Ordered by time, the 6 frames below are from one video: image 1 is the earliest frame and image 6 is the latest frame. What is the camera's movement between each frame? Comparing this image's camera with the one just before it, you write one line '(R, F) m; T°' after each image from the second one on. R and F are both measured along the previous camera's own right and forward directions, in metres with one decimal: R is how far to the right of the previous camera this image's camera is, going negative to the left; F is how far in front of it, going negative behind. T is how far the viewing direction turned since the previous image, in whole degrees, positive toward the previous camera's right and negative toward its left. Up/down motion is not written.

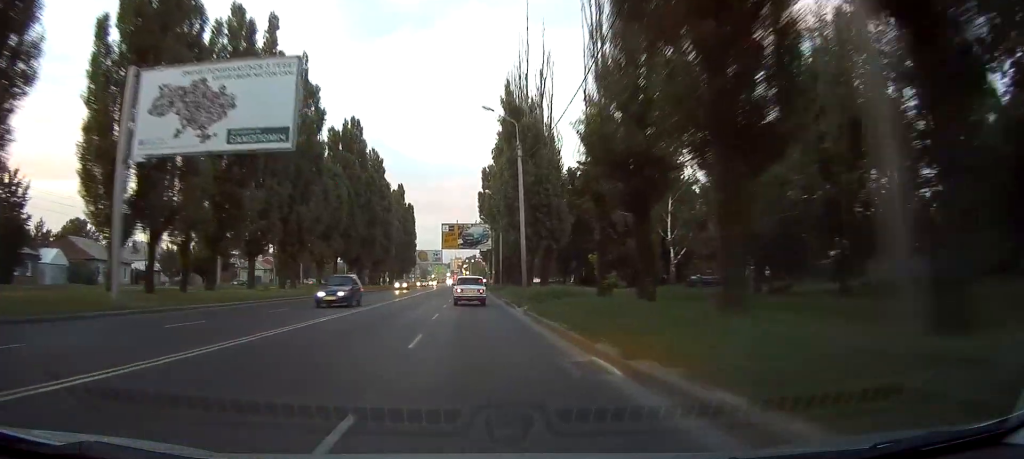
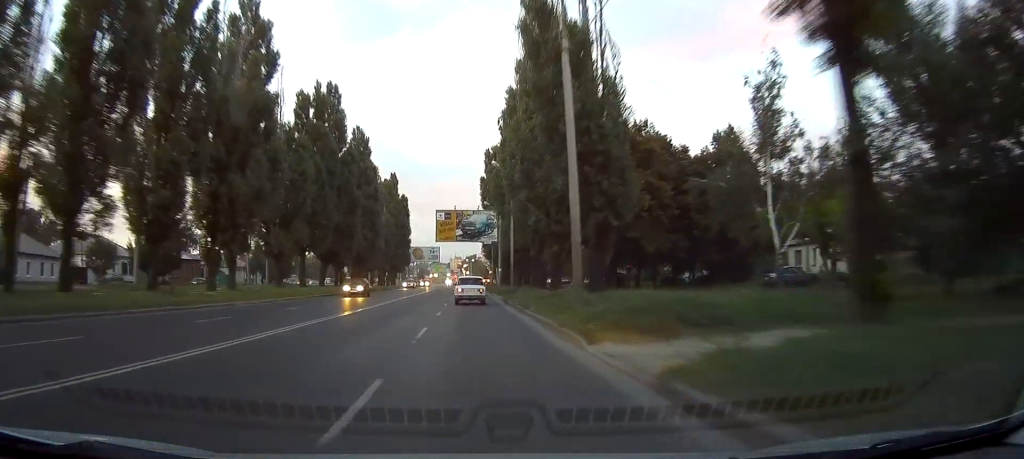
(0.0, +15.3) m; 0°
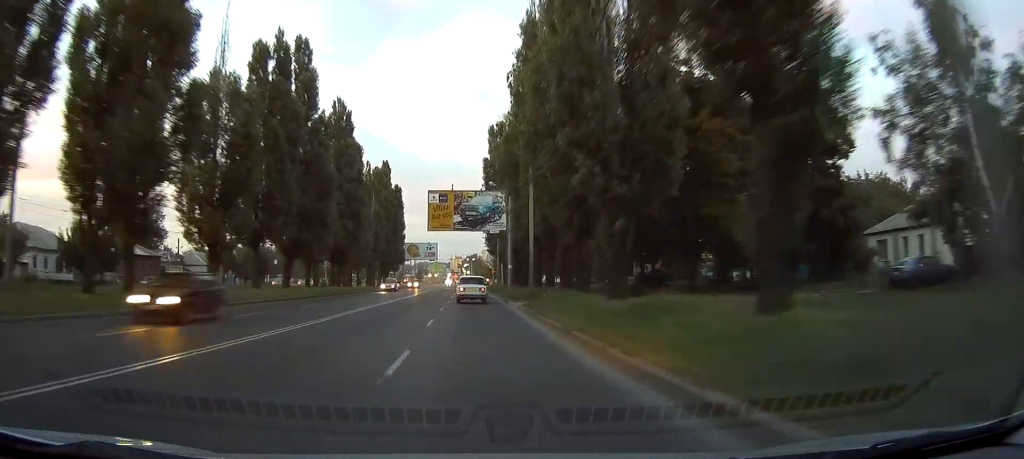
(0.0, +14.4) m; +1°
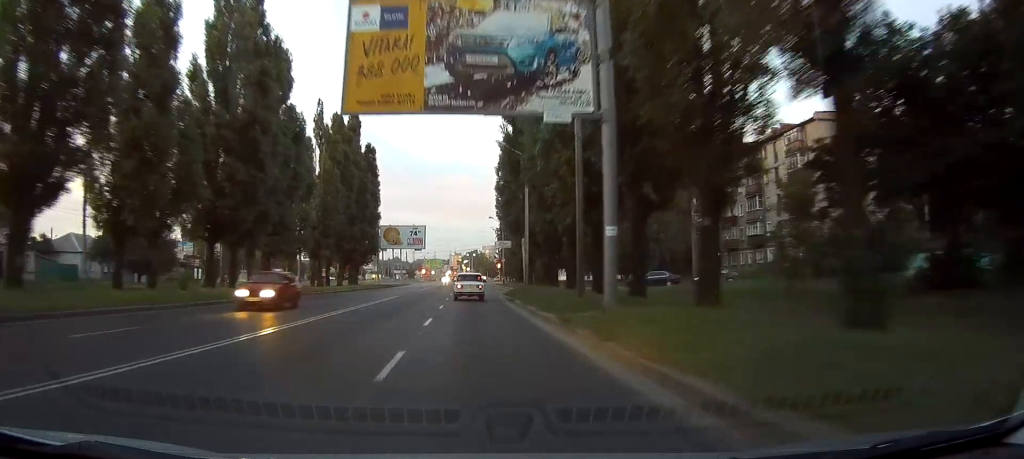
(+0.5, +37.4) m; -1°
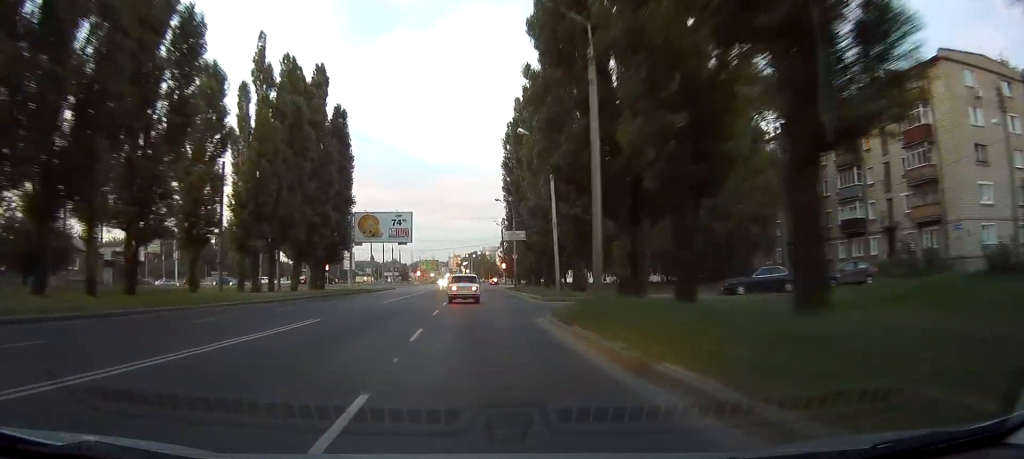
(-0.4, +22.4) m; -2°
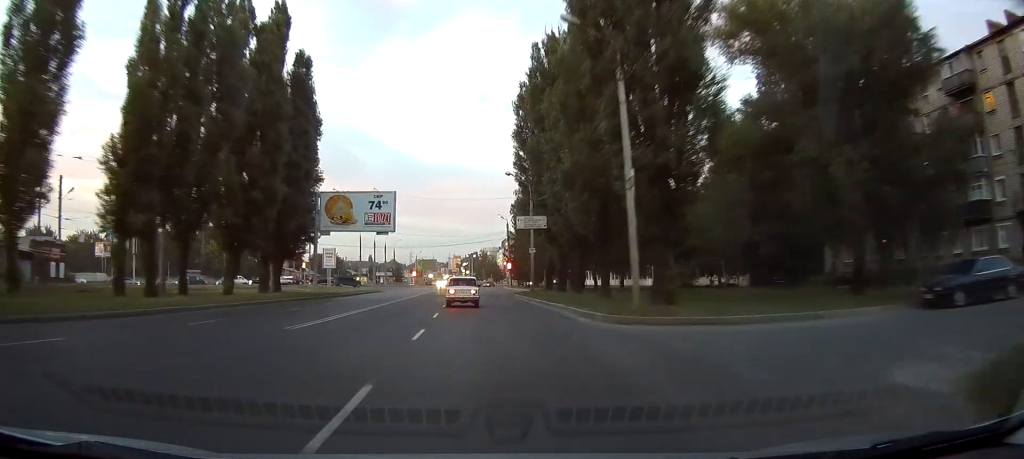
(-0.5, +17.8) m; -3°
